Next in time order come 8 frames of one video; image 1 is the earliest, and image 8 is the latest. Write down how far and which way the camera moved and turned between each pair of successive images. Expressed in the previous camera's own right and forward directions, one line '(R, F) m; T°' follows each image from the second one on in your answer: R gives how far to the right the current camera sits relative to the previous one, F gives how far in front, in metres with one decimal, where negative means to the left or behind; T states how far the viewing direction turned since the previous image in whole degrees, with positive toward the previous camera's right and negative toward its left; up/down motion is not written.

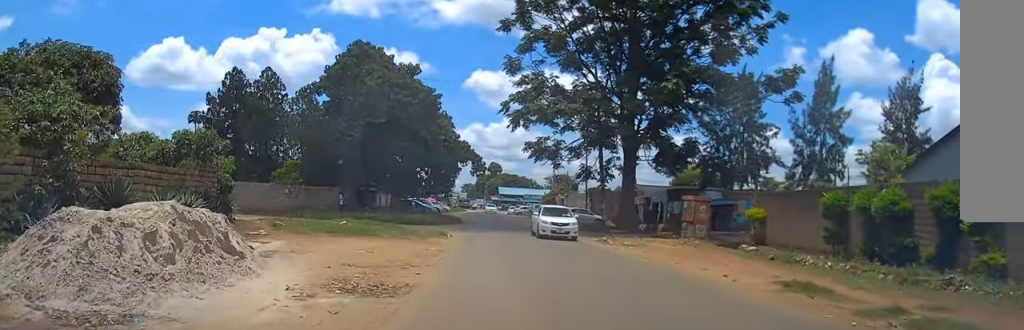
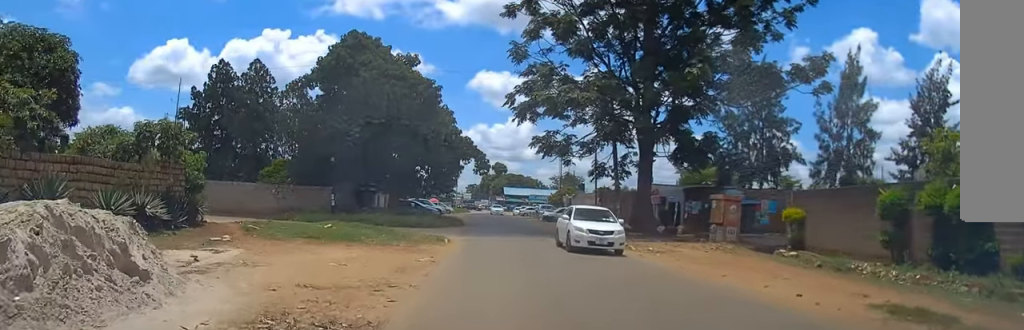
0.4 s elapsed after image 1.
(0.0, +3.5) m; 0°
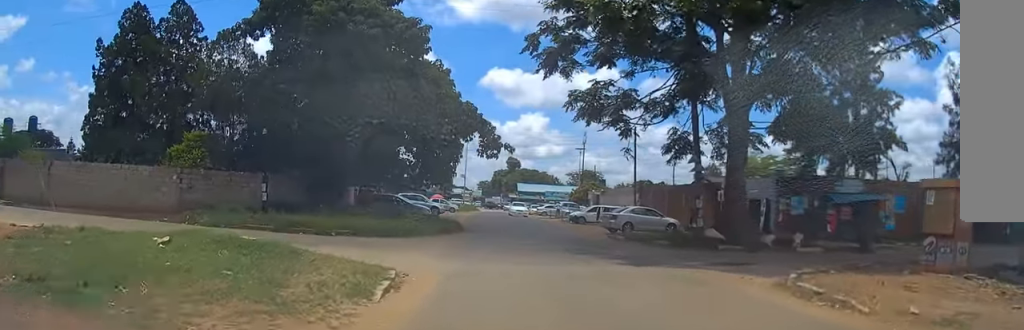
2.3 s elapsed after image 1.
(-0.3, +14.8) m; -2°
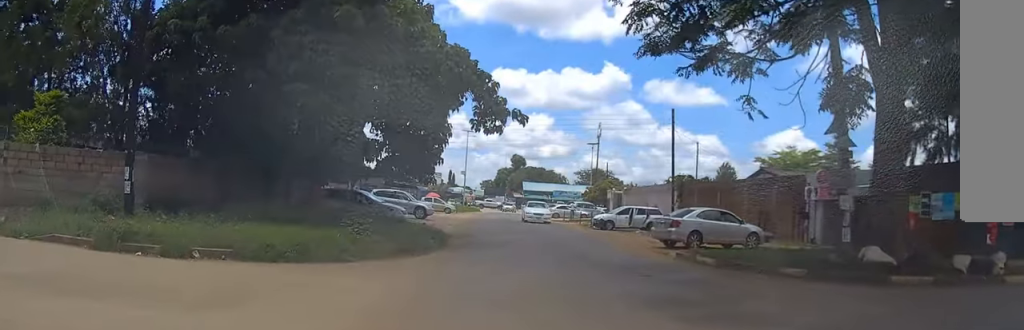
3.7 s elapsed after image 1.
(-0.1, +11.6) m; 0°
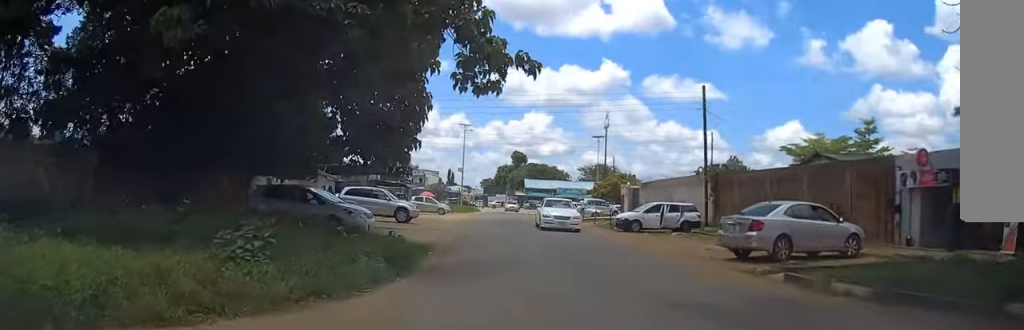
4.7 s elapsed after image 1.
(+0.1, +7.6) m; +1°
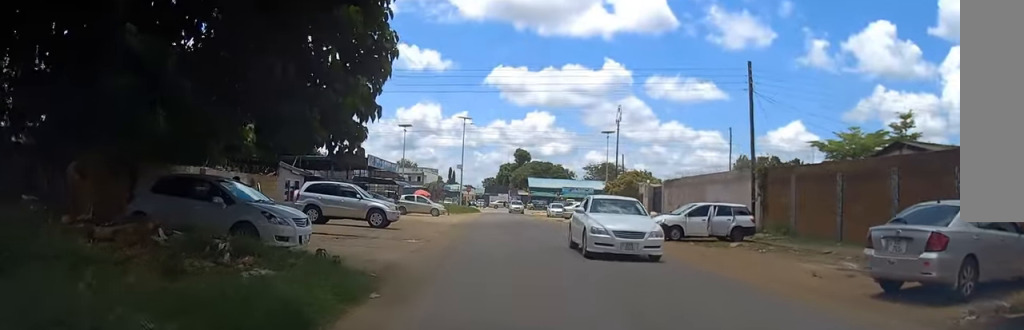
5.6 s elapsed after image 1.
(0.0, +7.2) m; -1°
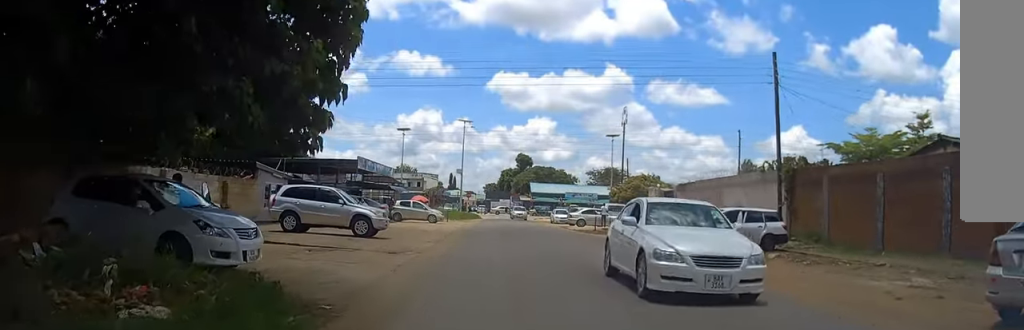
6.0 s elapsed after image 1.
(0.0, +3.1) m; 0°
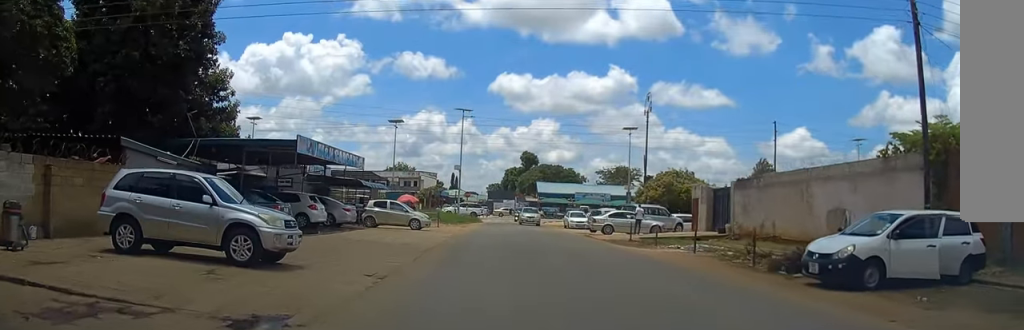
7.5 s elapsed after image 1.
(0.0, +11.0) m; 0°
